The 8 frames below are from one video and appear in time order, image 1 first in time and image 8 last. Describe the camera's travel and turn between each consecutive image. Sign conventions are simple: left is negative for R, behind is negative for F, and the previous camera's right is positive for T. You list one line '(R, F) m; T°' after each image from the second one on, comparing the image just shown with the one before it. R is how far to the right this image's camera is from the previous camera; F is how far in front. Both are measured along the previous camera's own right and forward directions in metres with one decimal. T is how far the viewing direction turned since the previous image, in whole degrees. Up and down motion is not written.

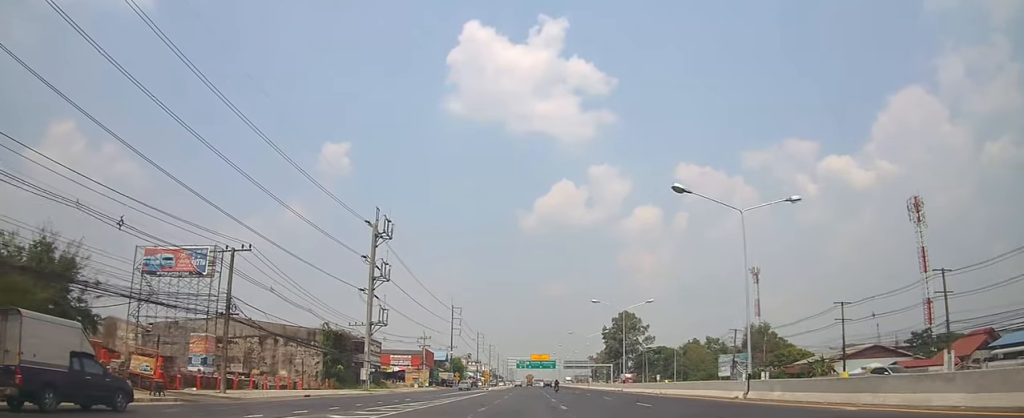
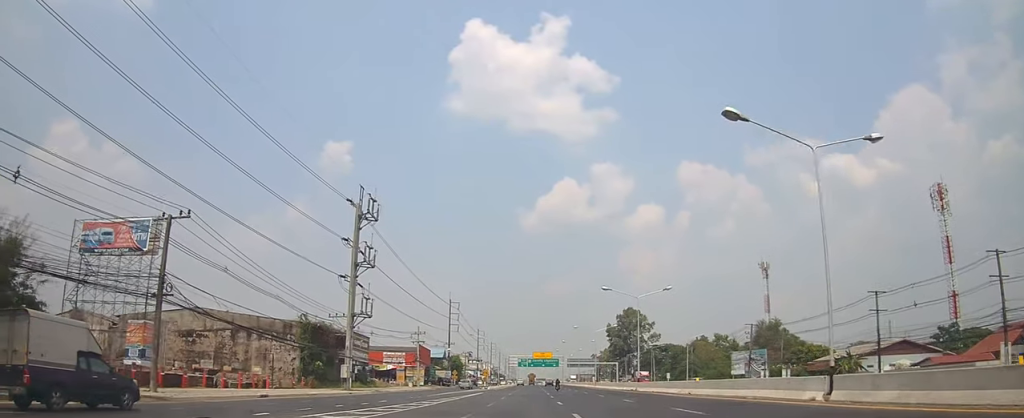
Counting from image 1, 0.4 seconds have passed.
(-0.2, +7.4) m; +1°
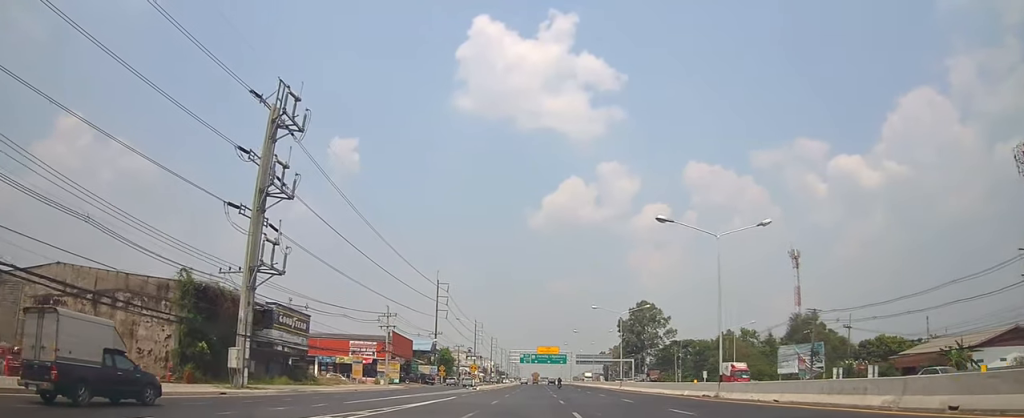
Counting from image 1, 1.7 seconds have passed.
(+0.6, +22.9) m; 0°
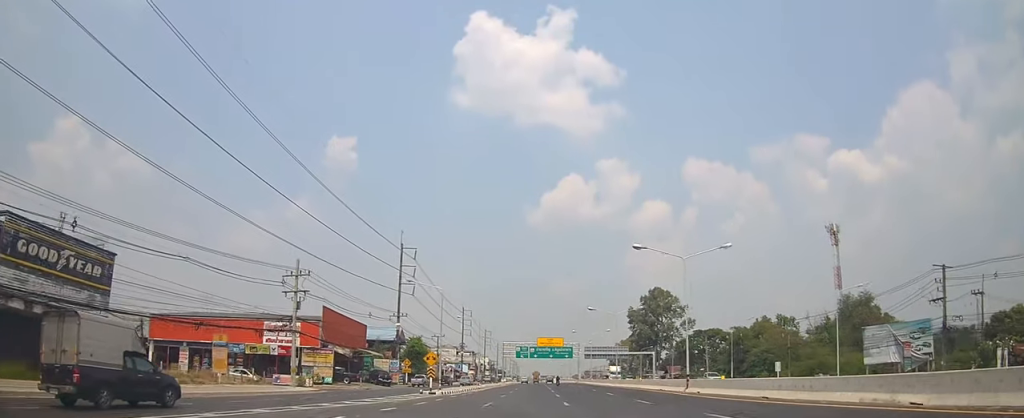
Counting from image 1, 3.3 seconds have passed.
(-0.8, +29.1) m; 0°
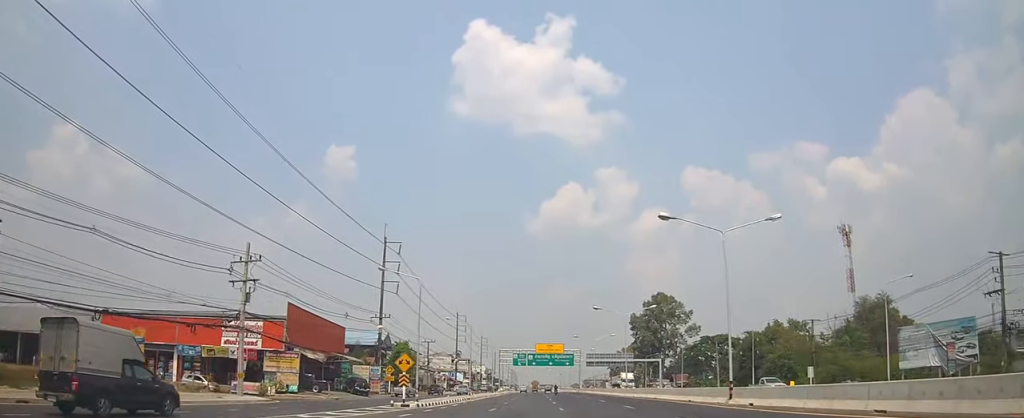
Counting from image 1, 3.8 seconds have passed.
(+0.1, +8.4) m; +1°
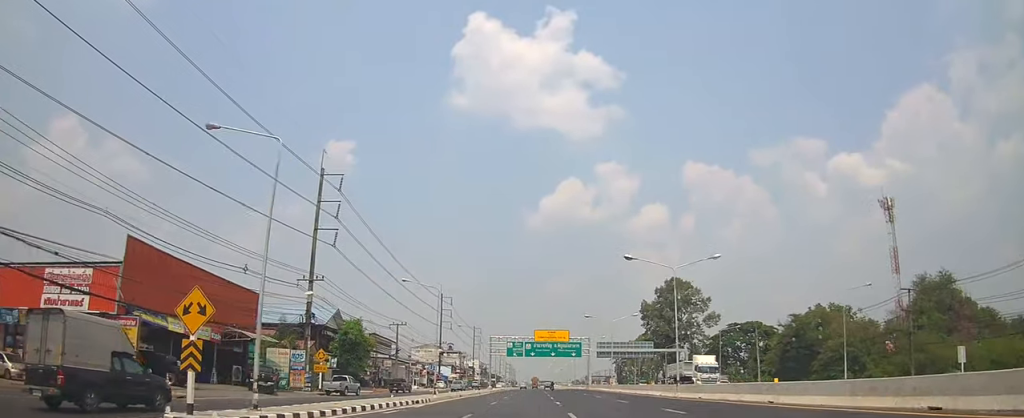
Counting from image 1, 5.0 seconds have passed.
(+0.2, +22.3) m; -1°
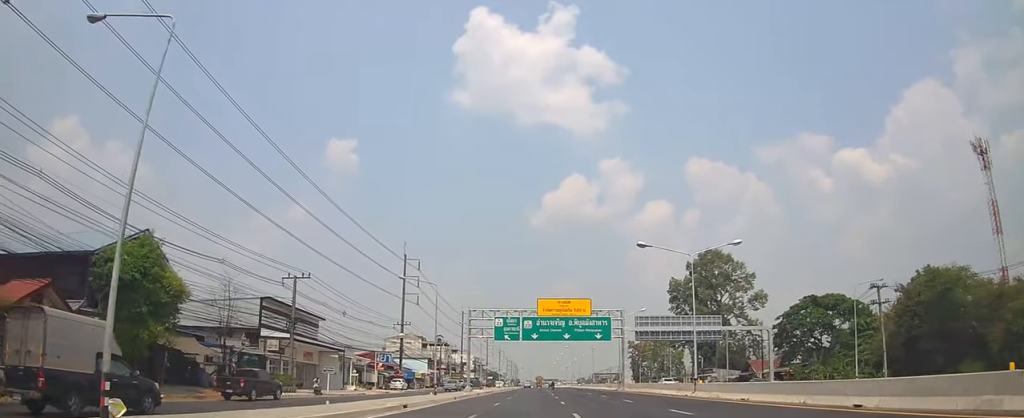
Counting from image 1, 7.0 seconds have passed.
(-1.6, +36.2) m; -3°
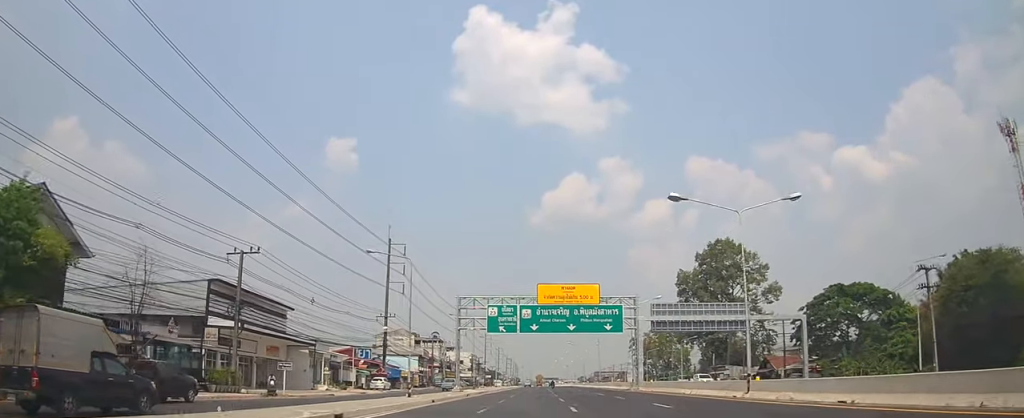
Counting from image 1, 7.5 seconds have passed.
(0.0, +9.0) m; 0°
